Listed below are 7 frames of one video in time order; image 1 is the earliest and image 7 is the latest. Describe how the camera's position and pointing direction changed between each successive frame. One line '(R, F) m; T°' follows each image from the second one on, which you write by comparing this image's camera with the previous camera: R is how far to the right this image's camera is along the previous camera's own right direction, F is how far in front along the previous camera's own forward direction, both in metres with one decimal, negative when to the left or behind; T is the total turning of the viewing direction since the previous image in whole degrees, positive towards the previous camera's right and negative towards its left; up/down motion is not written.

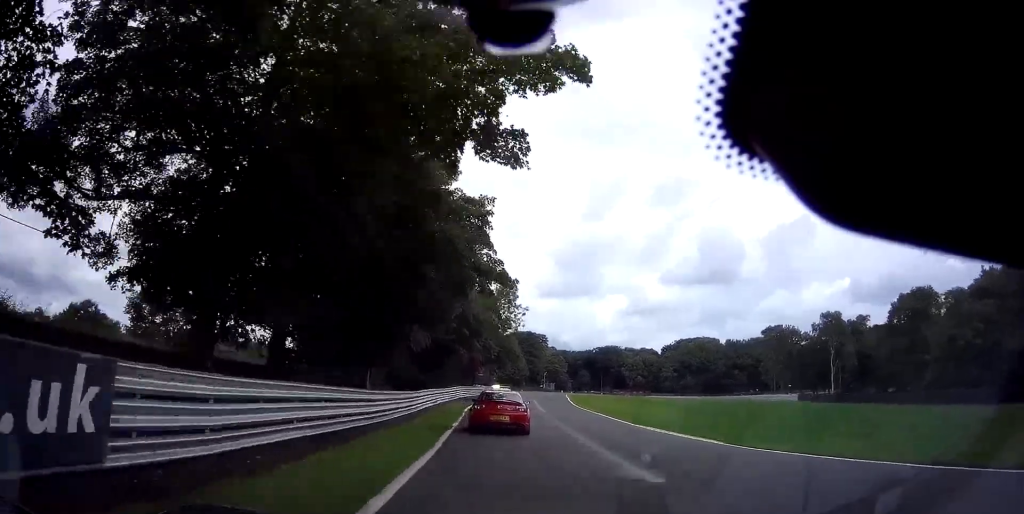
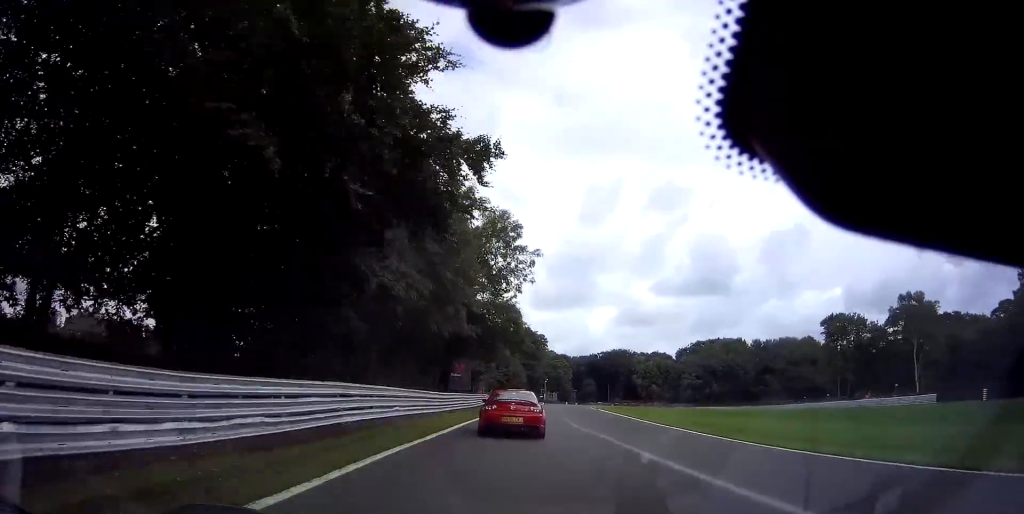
(-0.2, +34.5) m; 0°
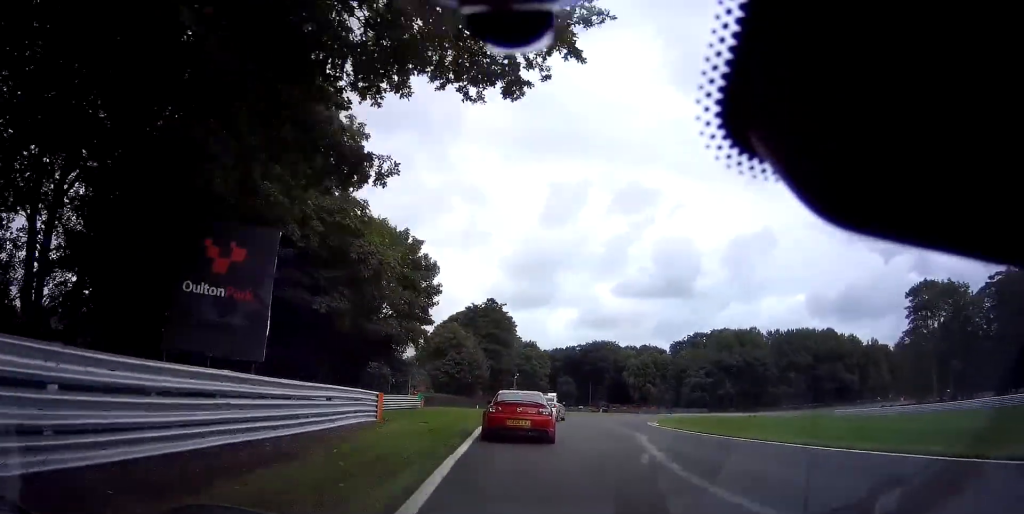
(+1.3, +41.6) m; +4°
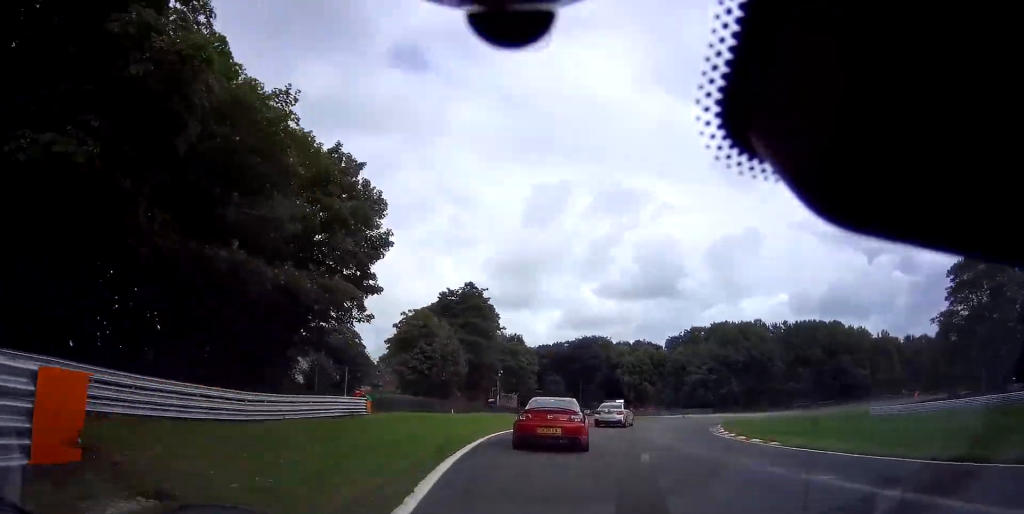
(+0.2, +14.3) m; +3°
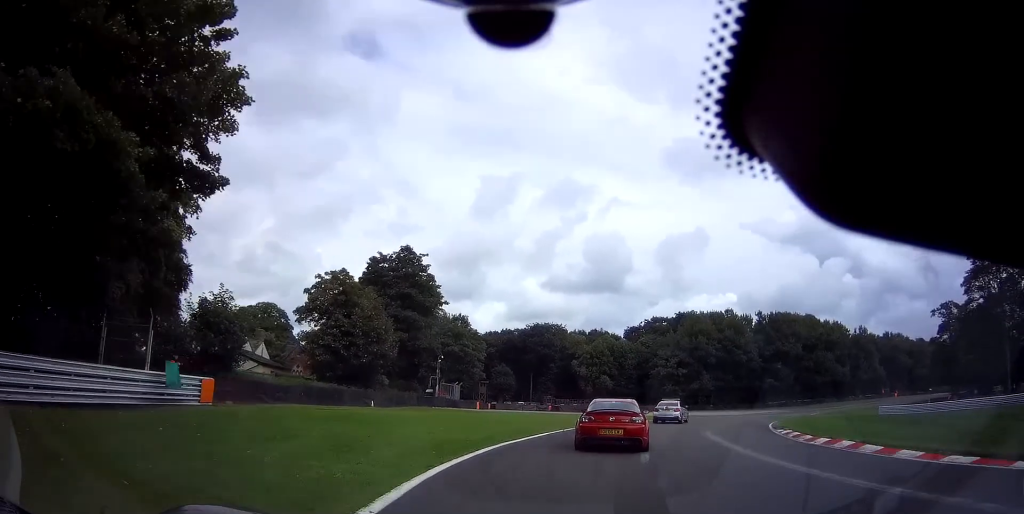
(+0.7, +14.5) m; +8°
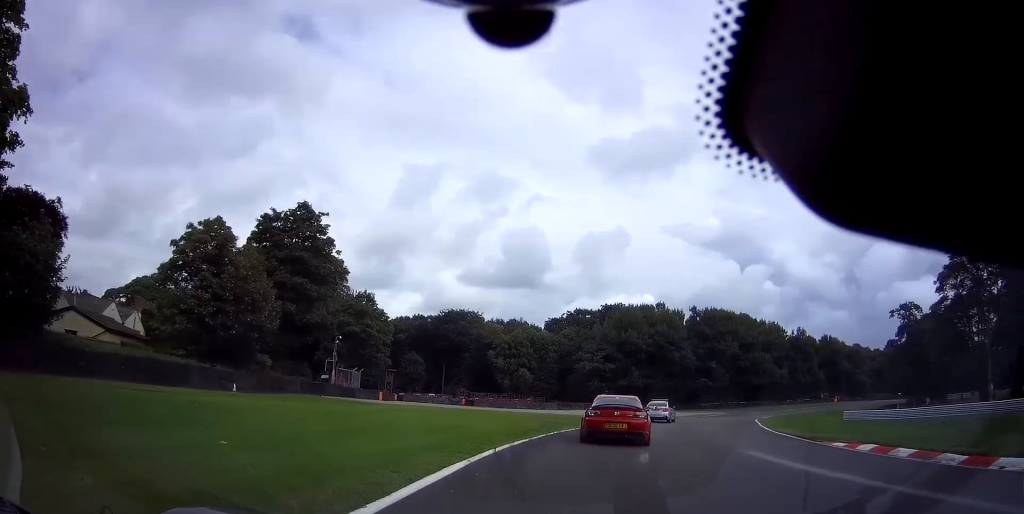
(+0.7, +10.2) m; +8°
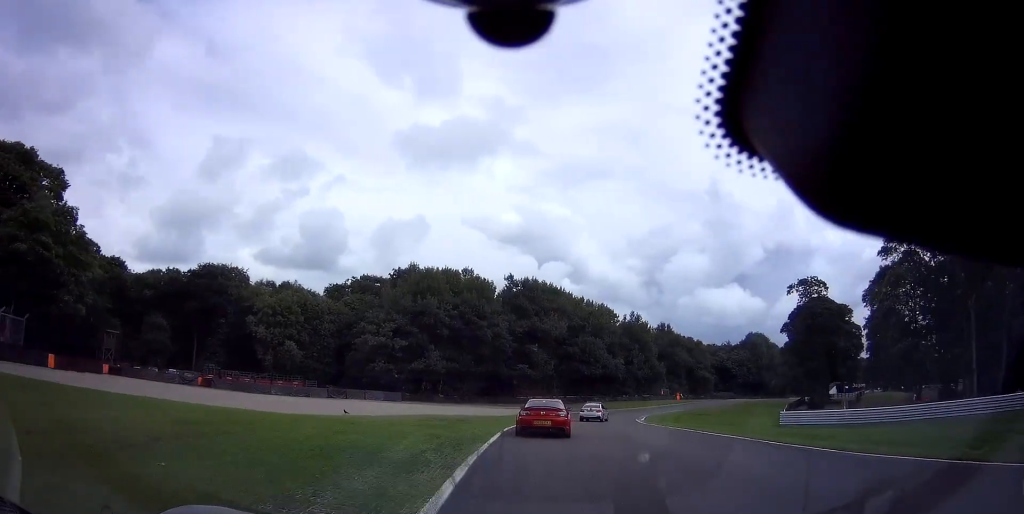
(+4.6, +25.6) m; +20°
